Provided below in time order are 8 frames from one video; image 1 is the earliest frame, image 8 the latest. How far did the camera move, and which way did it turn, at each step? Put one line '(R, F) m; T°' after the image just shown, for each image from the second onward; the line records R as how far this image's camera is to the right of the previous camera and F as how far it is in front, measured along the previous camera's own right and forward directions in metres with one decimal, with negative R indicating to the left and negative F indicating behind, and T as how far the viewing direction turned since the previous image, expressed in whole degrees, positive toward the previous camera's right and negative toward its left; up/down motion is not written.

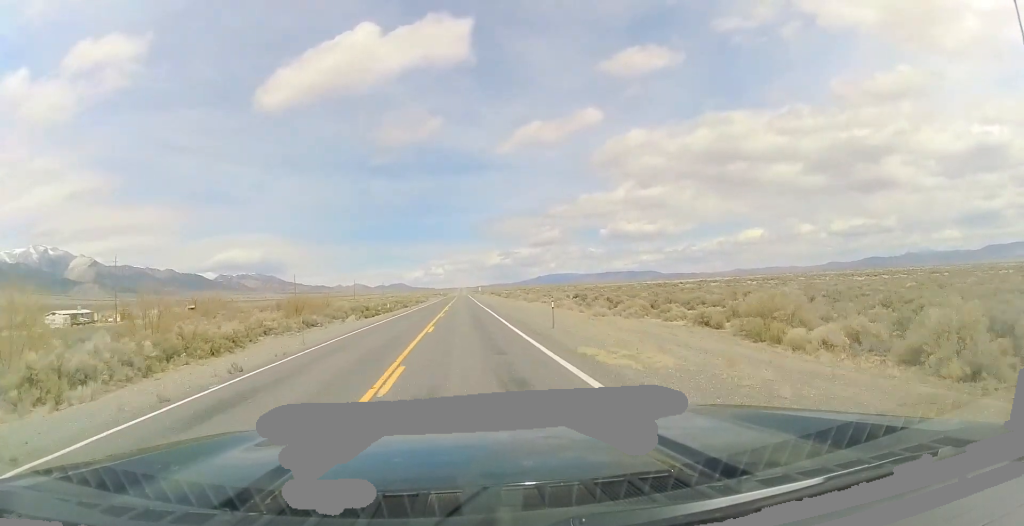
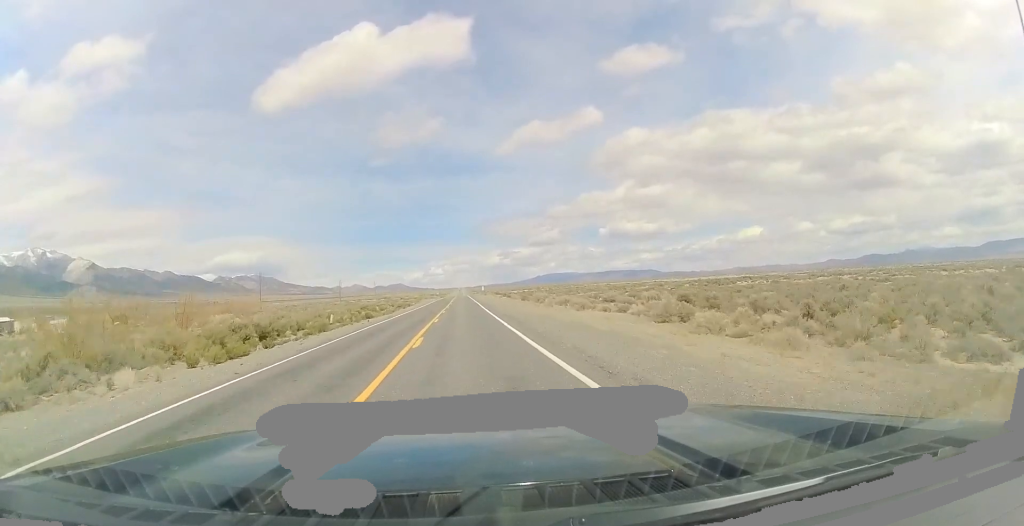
(+0.1, +33.1) m; +1°
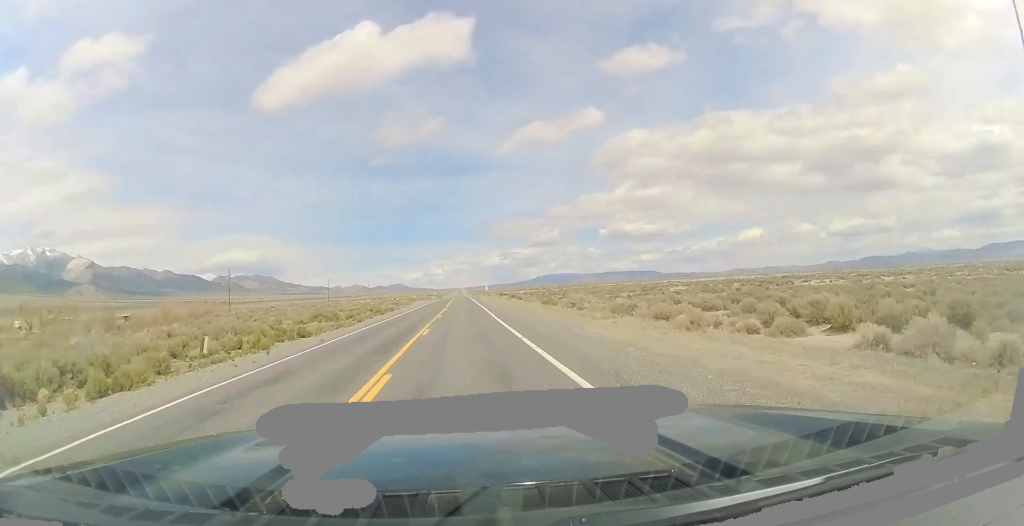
(+0.4, +22.4) m; 0°
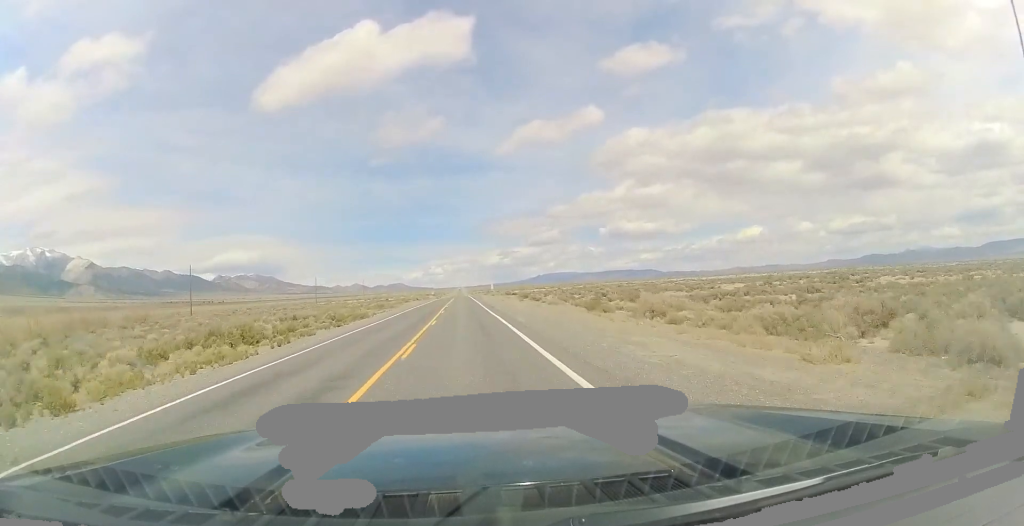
(-0.1, +21.4) m; 0°
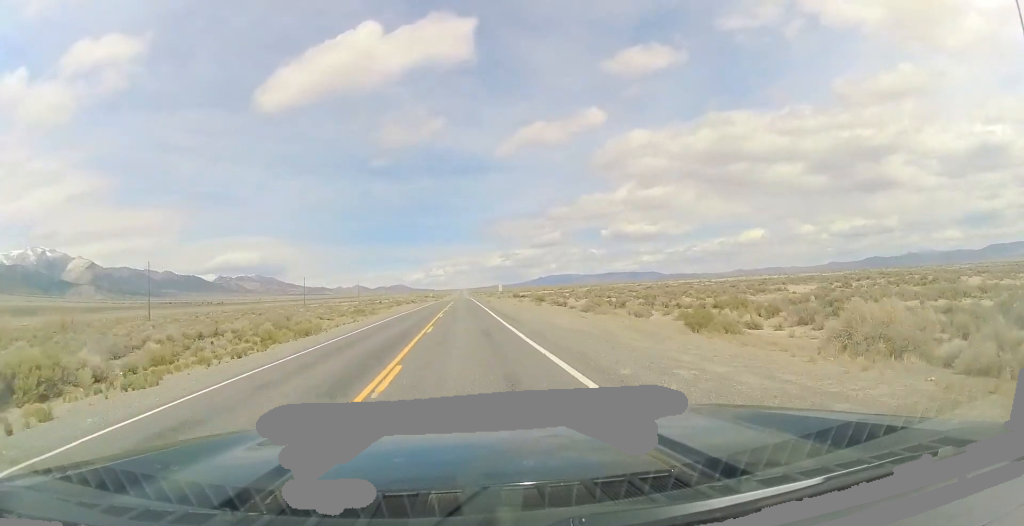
(0.0, +18.2) m; 0°
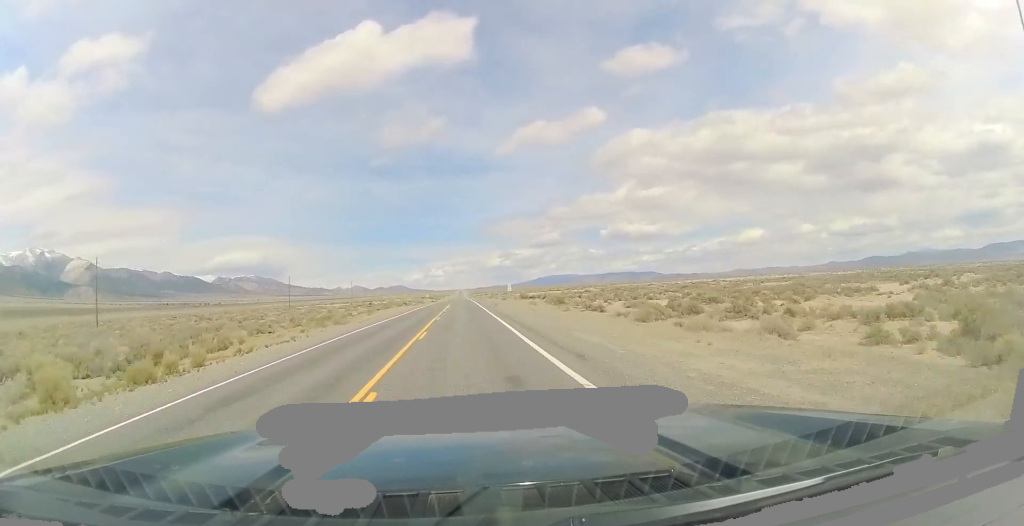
(-0.1, +17.1) m; 0°
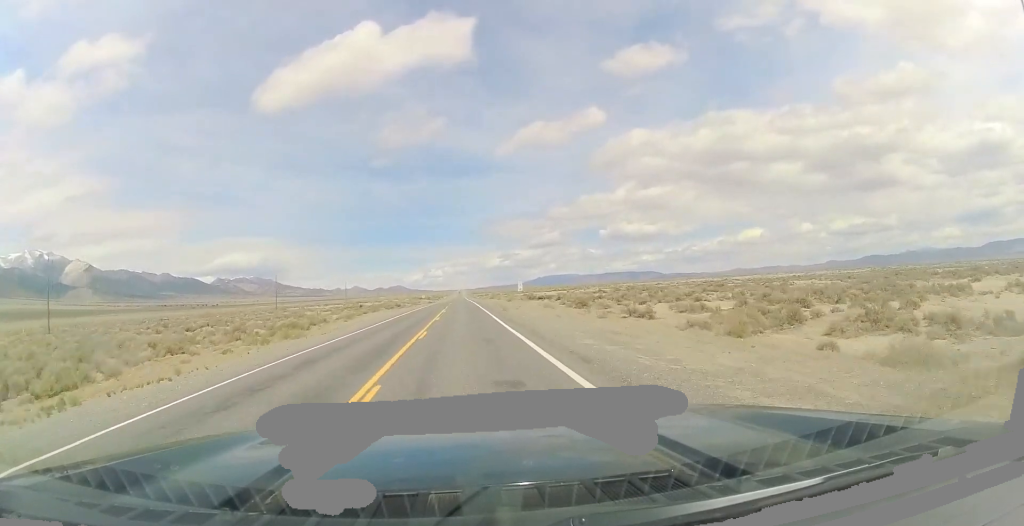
(-0.1, +12.8) m; 0°
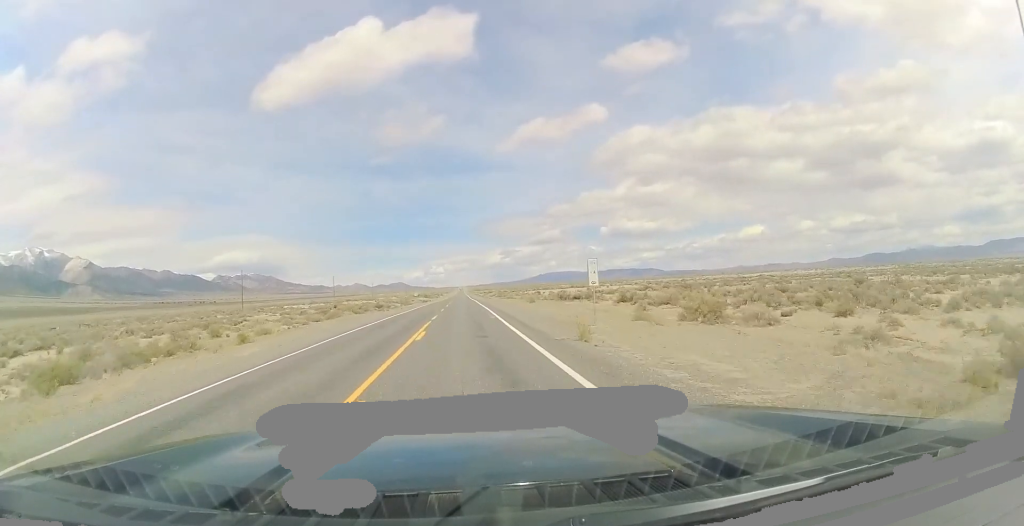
(+0.2, +29.0) m; 0°
